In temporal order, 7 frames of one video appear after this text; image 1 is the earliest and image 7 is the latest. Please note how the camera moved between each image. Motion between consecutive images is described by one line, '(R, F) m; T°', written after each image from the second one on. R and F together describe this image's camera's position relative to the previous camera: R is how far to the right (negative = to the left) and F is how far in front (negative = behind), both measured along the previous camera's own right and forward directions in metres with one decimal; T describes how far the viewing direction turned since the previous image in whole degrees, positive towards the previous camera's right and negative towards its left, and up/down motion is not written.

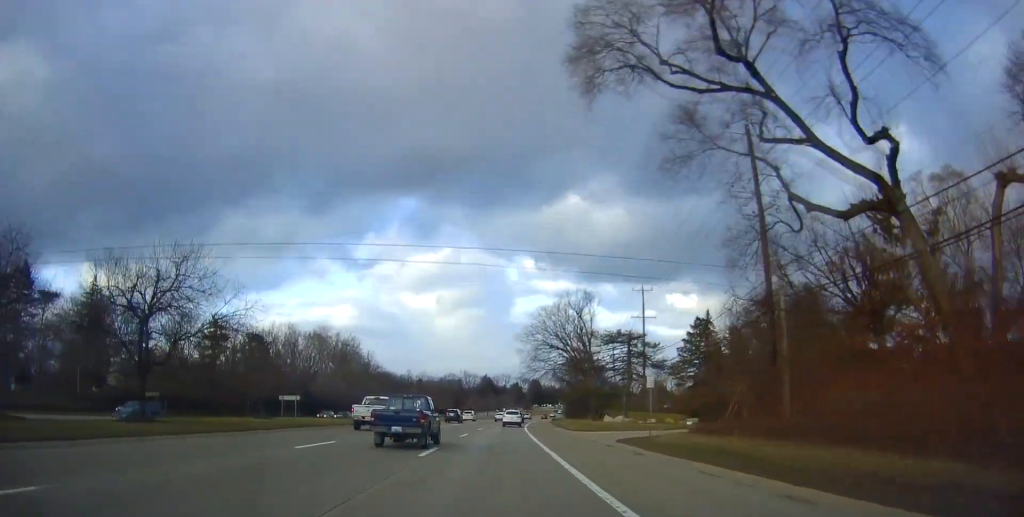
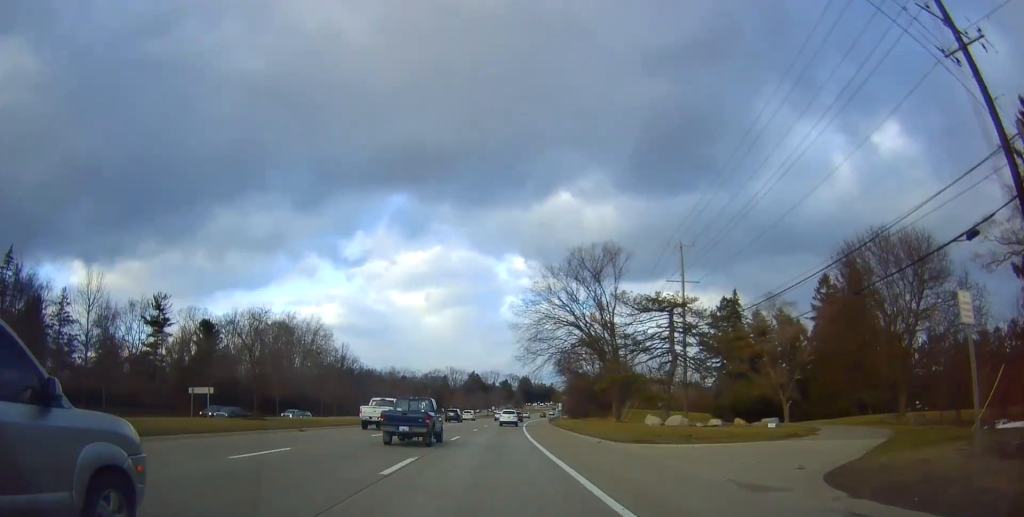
(+0.3, +19.1) m; +1°
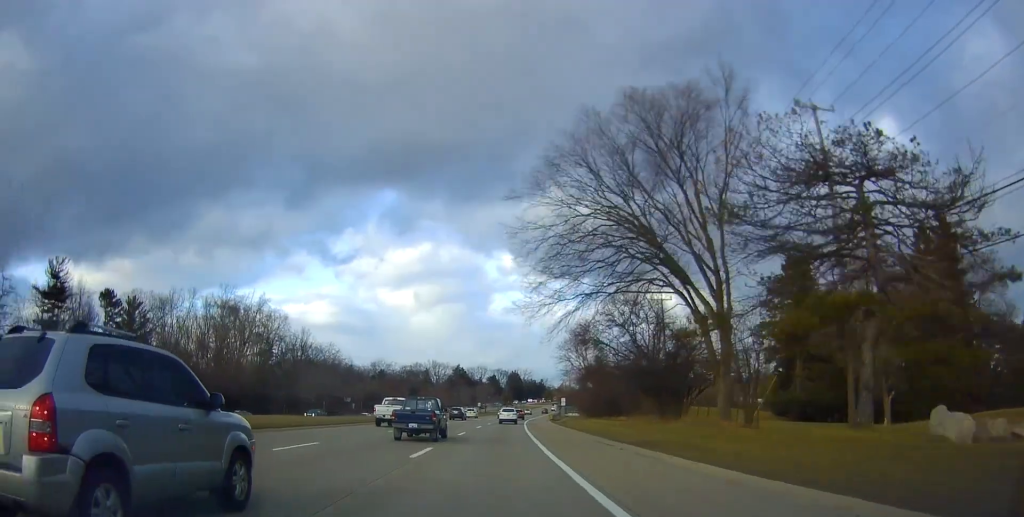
(+0.2, +26.7) m; +1°
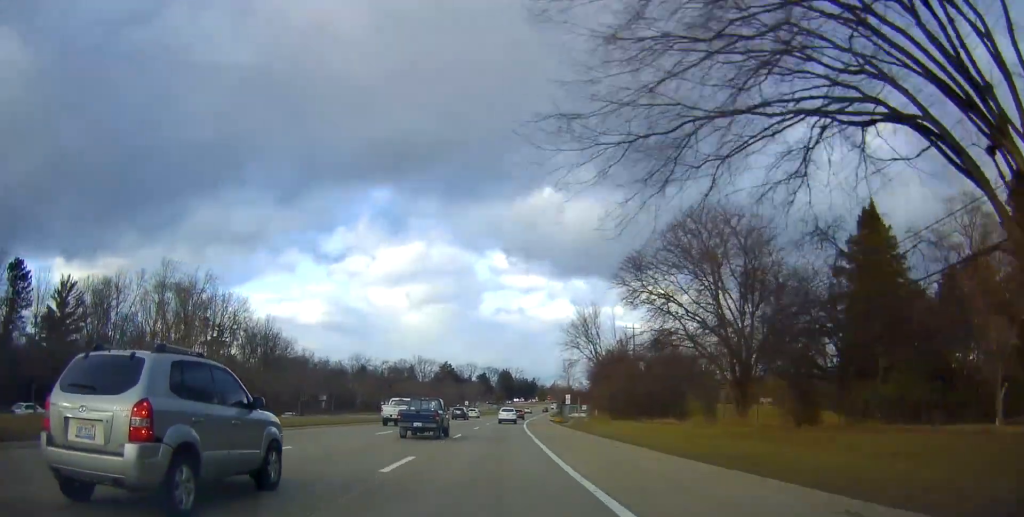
(+0.2, +18.6) m; +1°
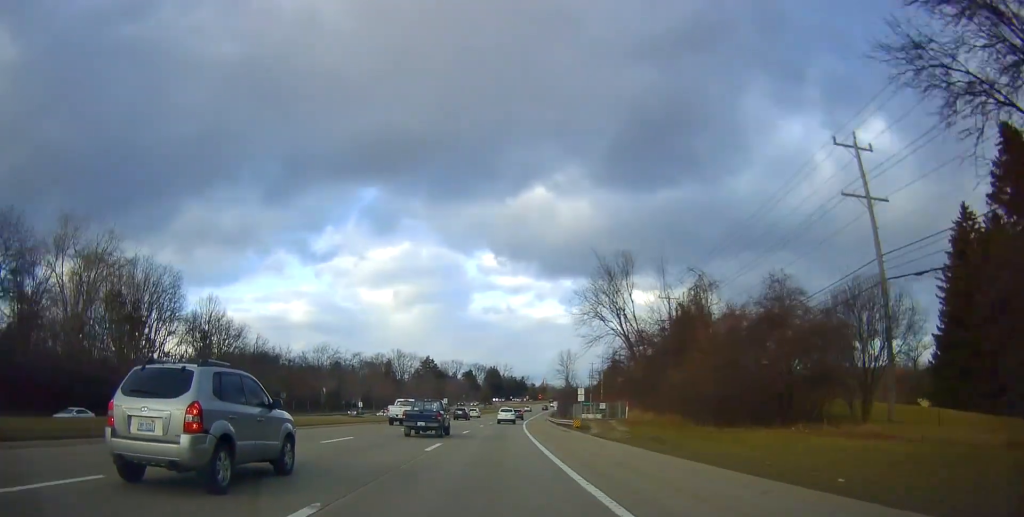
(+0.4, +23.6) m; 0°
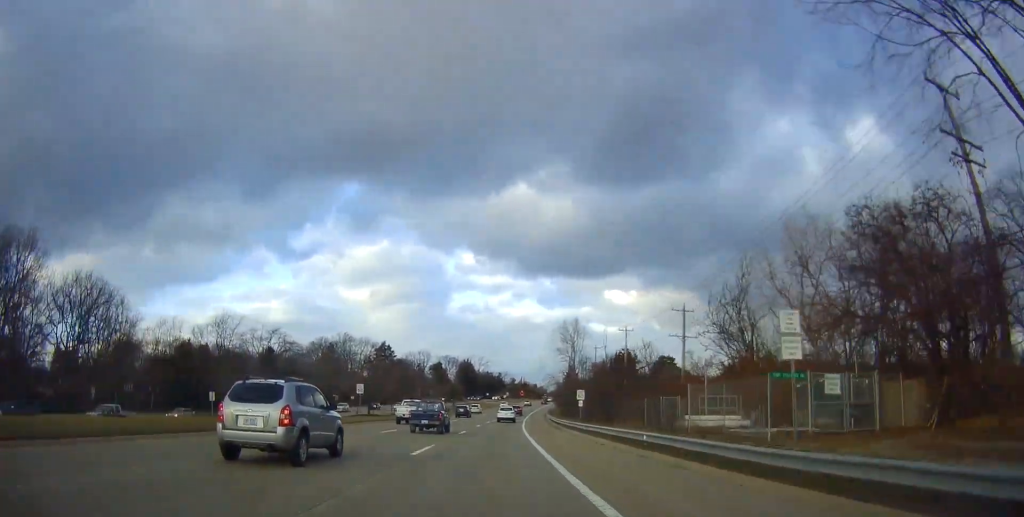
(+1.6, +47.0) m; +4°
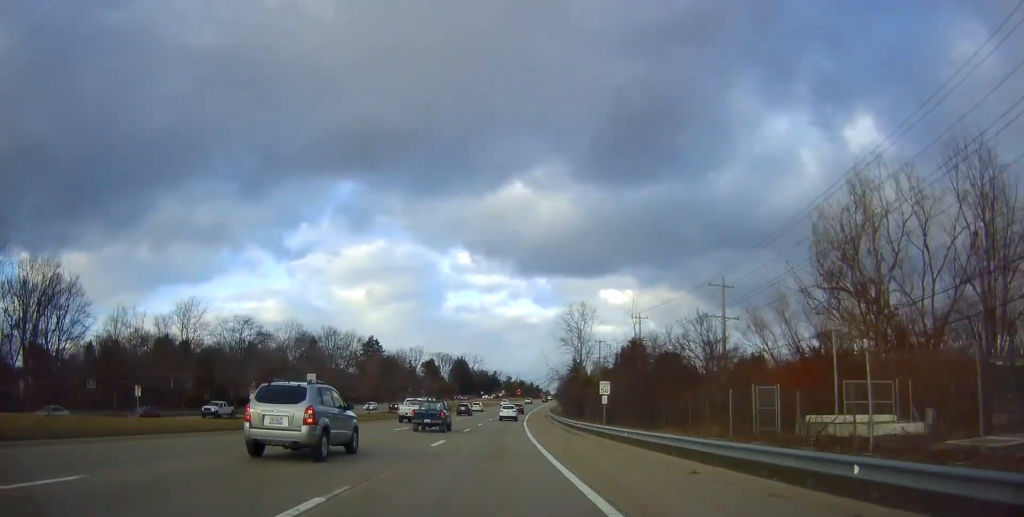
(-0.1, +11.8) m; 0°
